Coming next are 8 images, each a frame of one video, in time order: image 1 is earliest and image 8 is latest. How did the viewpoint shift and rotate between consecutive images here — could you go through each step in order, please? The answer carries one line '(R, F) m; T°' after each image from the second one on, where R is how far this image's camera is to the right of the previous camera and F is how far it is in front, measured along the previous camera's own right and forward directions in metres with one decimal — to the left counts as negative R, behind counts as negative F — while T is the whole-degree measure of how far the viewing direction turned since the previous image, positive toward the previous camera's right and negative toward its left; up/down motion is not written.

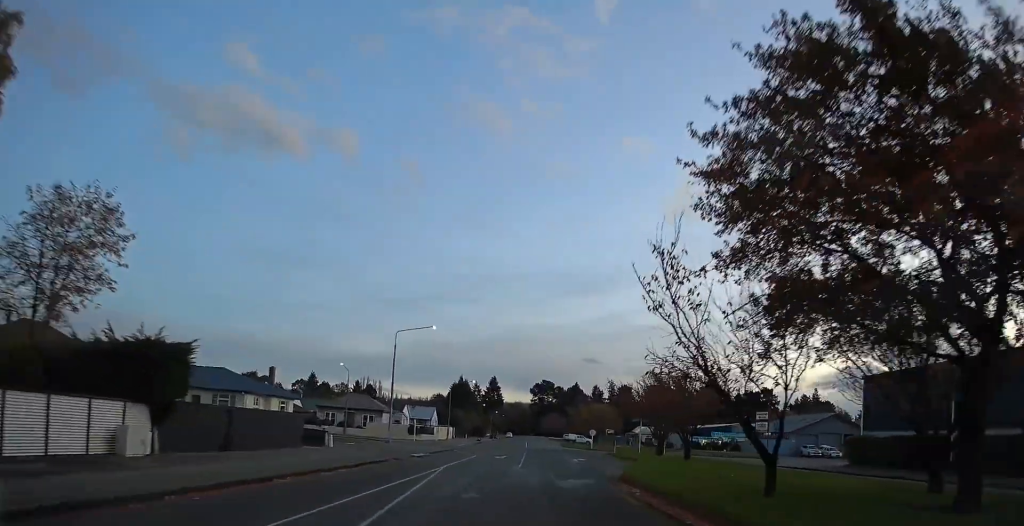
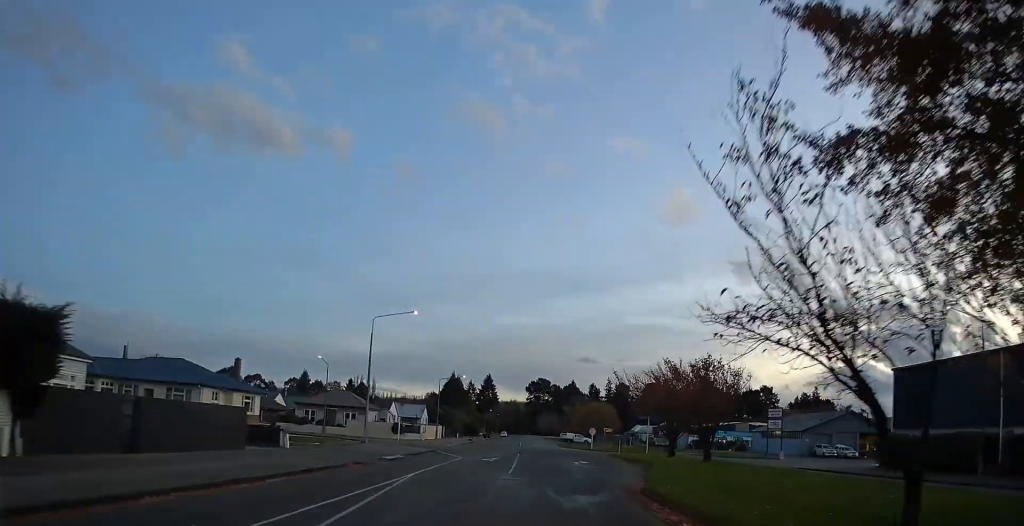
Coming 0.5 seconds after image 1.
(+0.2, +6.5) m; +1°
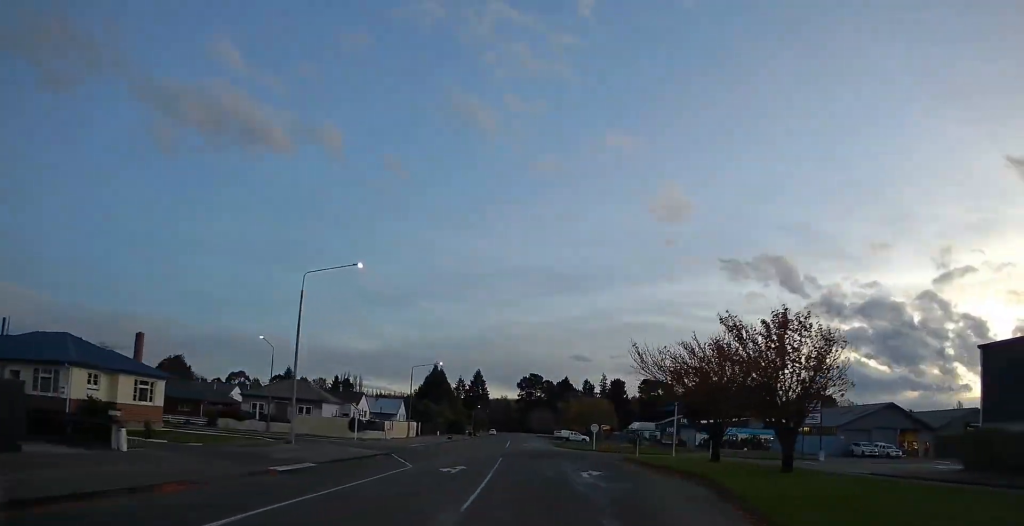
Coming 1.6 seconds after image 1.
(+0.2, +13.8) m; 0°
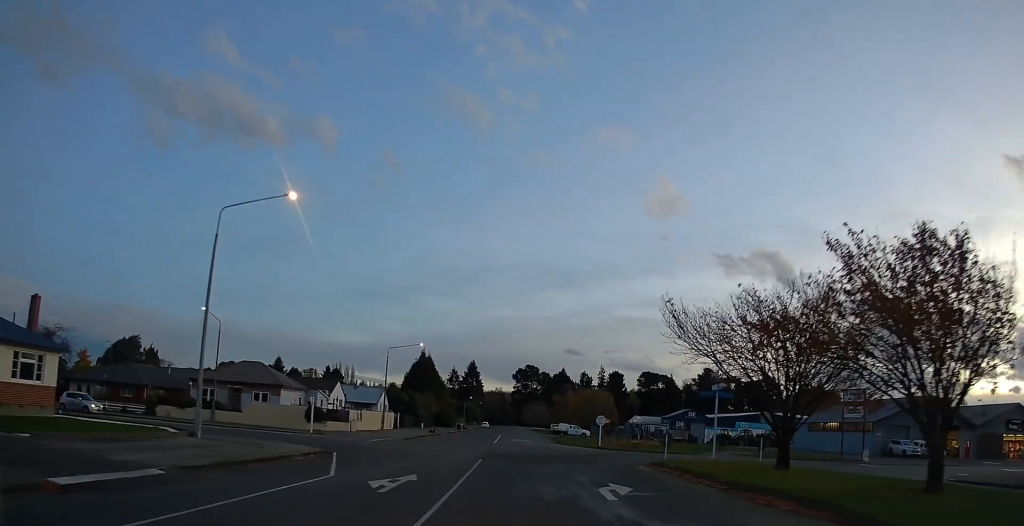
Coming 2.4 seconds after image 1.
(-0.2, +10.4) m; 0°
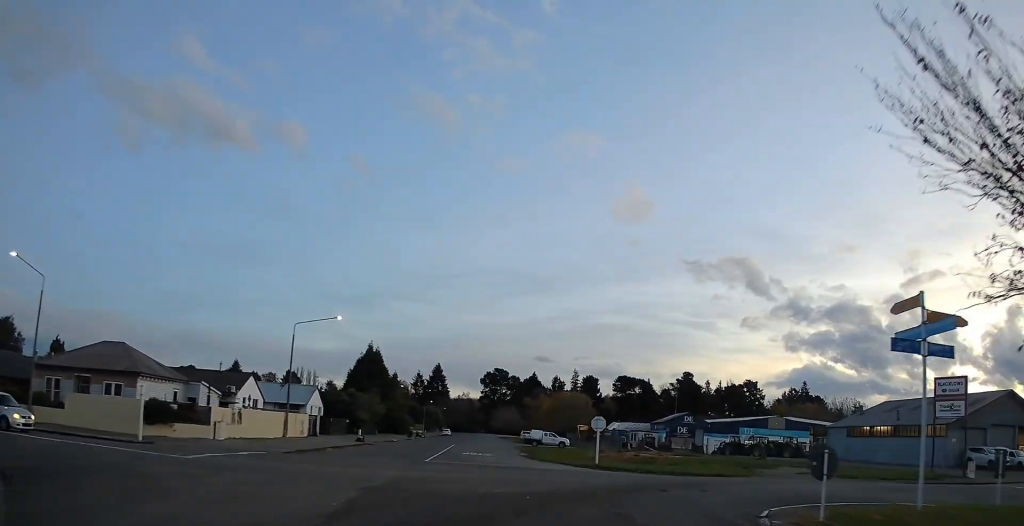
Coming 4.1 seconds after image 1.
(+0.6, +19.9) m; +4°
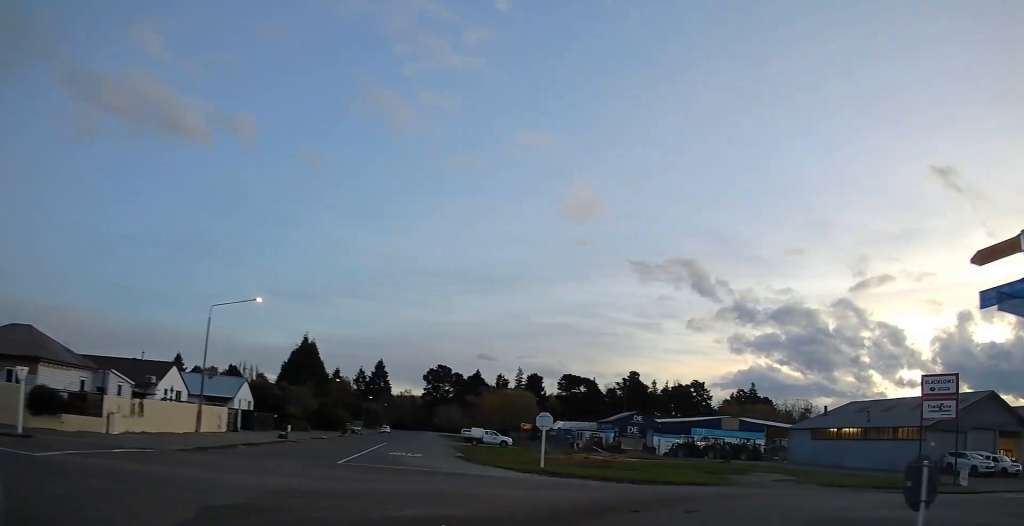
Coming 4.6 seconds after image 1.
(-0.3, +5.1) m; +4°
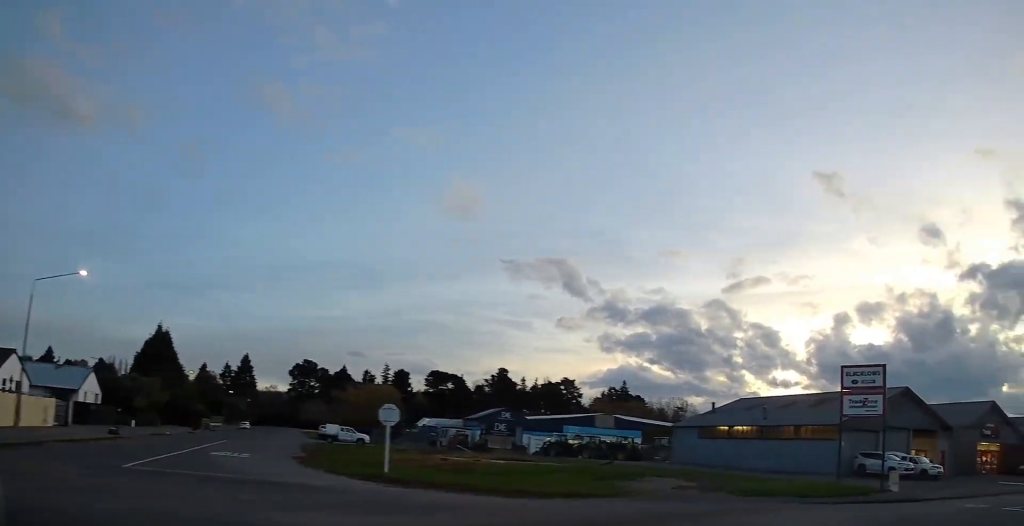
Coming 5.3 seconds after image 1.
(+0.2, +6.3) m; +10°
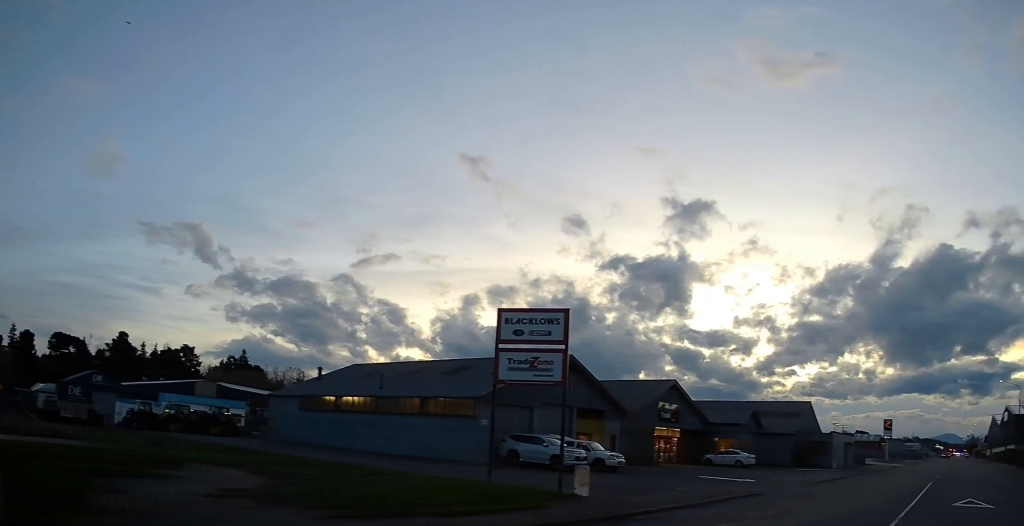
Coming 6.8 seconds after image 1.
(+3.7, +11.8) m; +35°
